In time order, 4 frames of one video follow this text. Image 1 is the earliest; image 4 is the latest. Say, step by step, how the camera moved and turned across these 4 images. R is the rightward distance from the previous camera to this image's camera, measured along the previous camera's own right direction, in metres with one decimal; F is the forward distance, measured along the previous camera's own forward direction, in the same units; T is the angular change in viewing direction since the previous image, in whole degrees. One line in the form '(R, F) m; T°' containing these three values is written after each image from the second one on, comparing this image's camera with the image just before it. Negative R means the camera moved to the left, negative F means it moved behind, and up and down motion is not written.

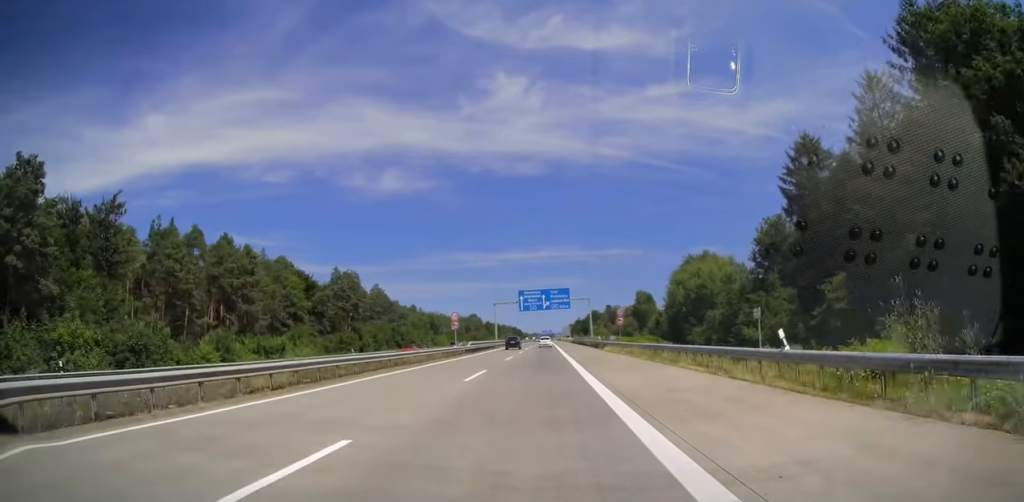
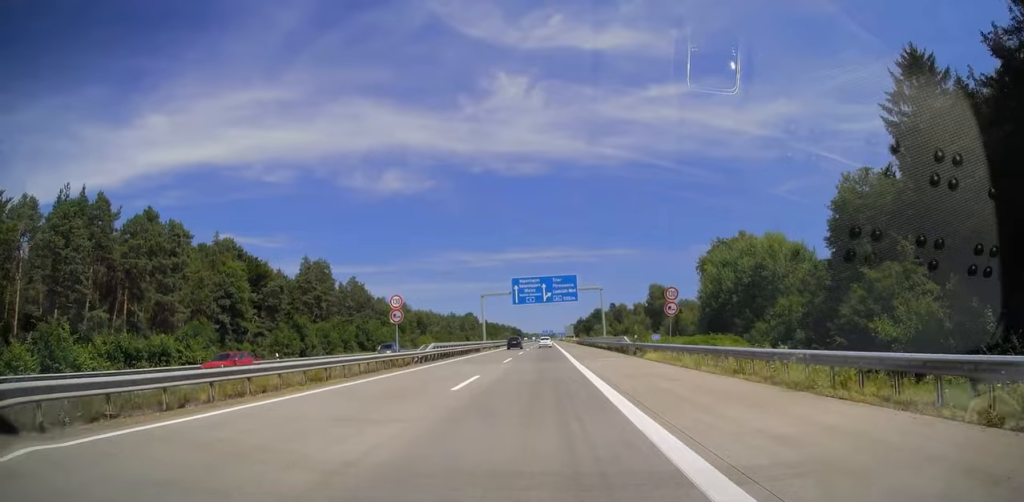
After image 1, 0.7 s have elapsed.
(+0.3, +21.7) m; +1°
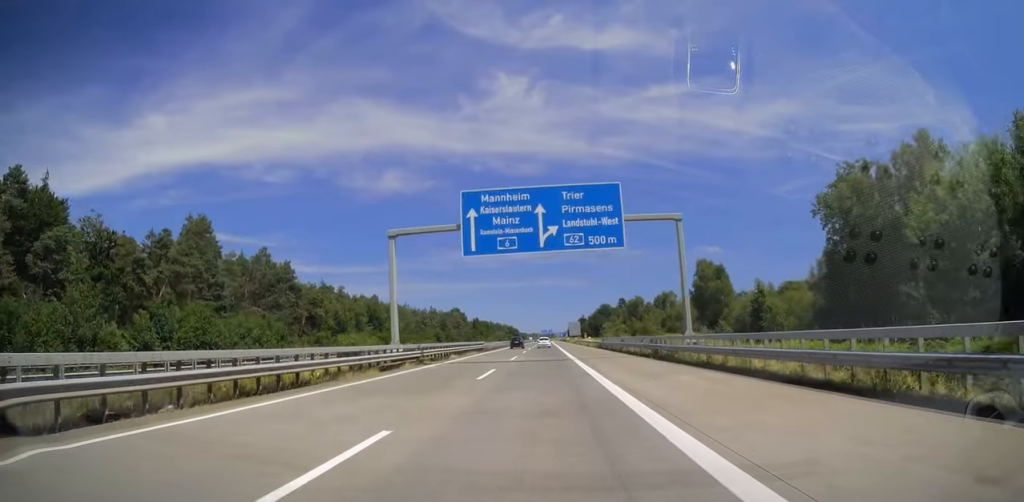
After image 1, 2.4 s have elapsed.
(0.0, +49.7) m; 0°
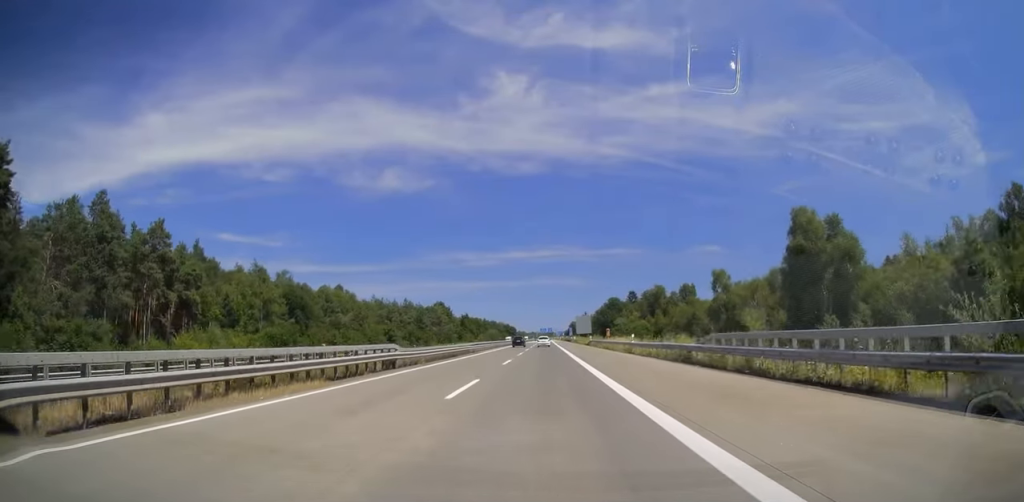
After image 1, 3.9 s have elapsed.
(-0.5, +43.4) m; 0°
